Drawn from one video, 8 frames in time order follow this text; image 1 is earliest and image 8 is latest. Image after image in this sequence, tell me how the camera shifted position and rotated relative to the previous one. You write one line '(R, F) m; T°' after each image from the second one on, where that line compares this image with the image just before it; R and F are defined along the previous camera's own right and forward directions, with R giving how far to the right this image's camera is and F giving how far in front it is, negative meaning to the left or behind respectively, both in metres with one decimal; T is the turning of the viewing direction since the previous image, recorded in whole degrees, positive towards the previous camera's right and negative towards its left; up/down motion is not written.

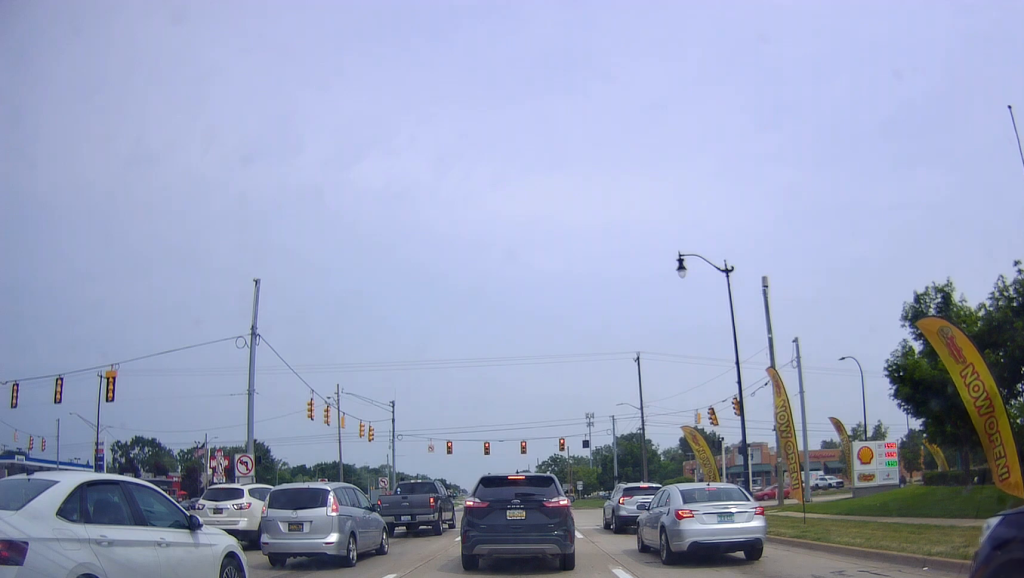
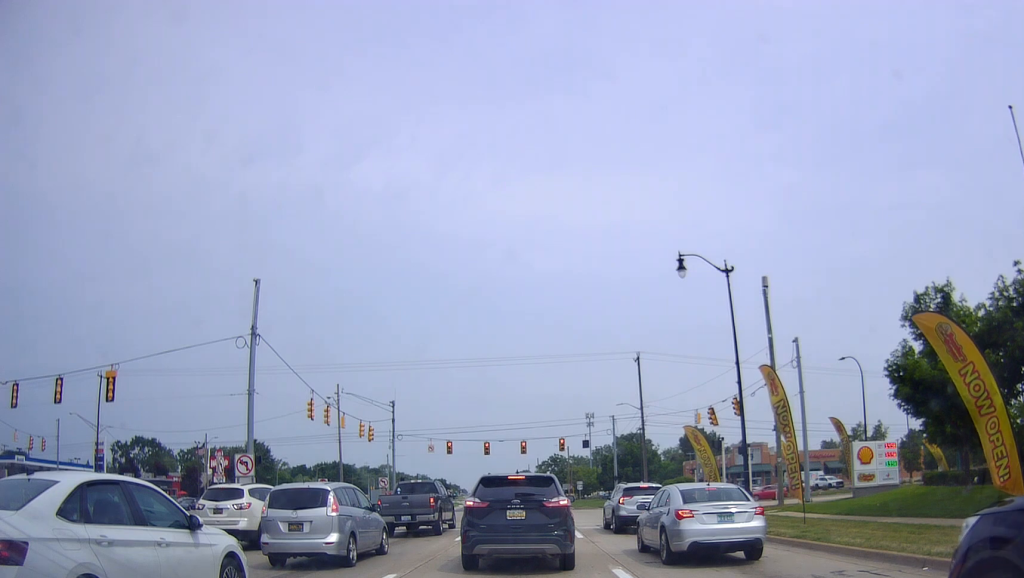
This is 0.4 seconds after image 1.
(0.0, 0.0) m; 0°
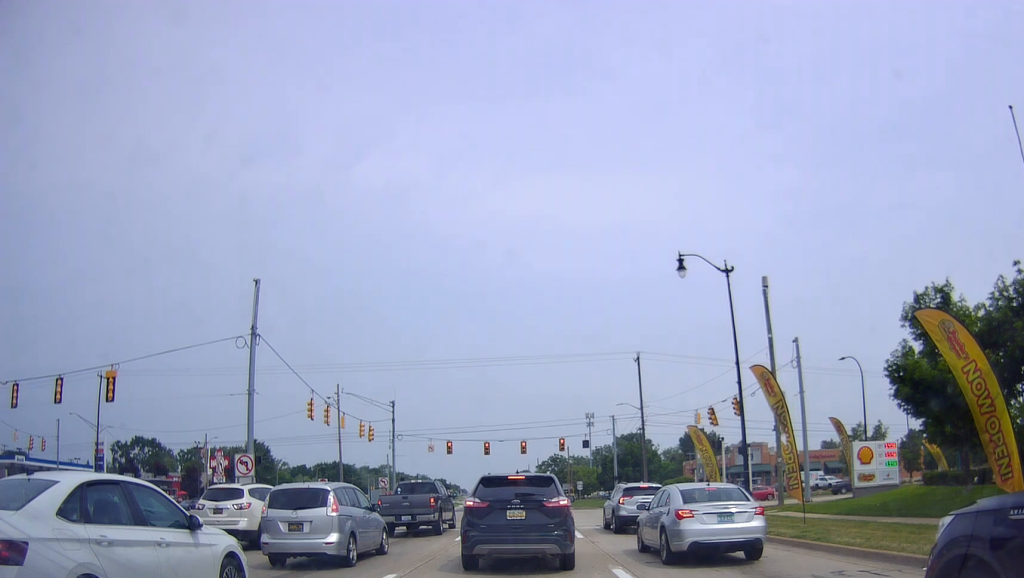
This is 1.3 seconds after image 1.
(0.0, 0.0) m; 0°
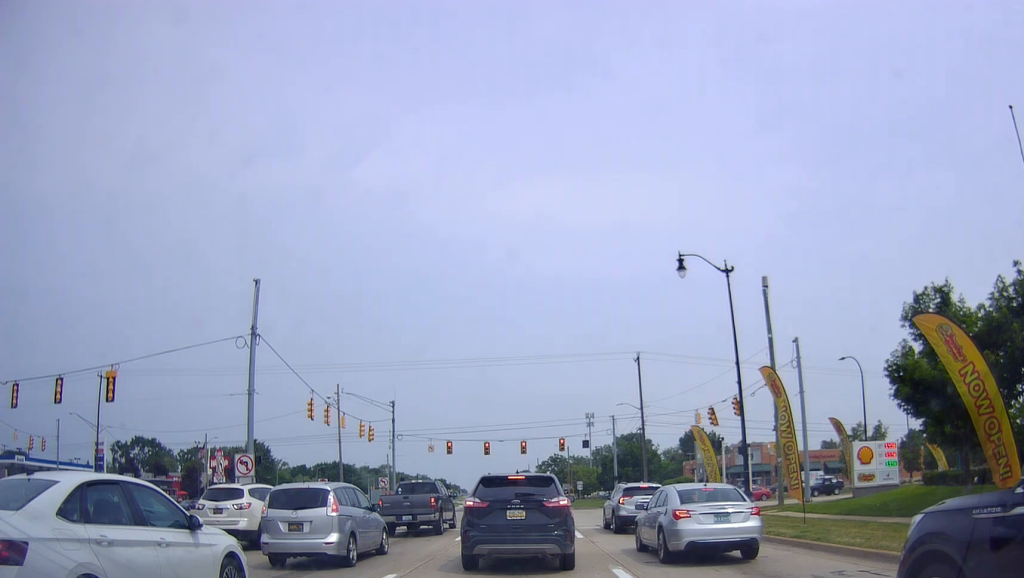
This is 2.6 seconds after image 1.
(0.0, 0.0) m; 0°
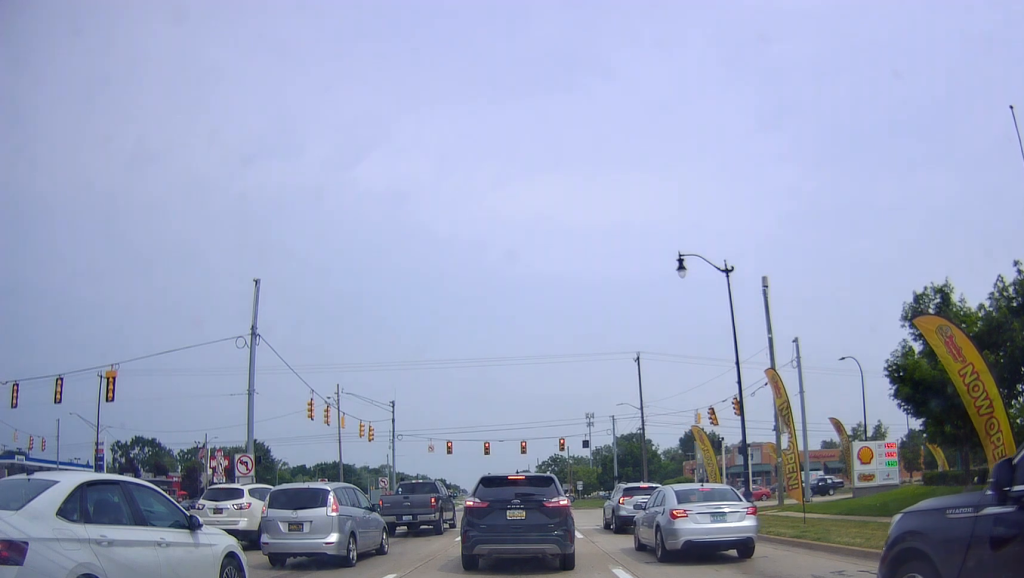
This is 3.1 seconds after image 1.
(0.0, 0.0) m; 0°
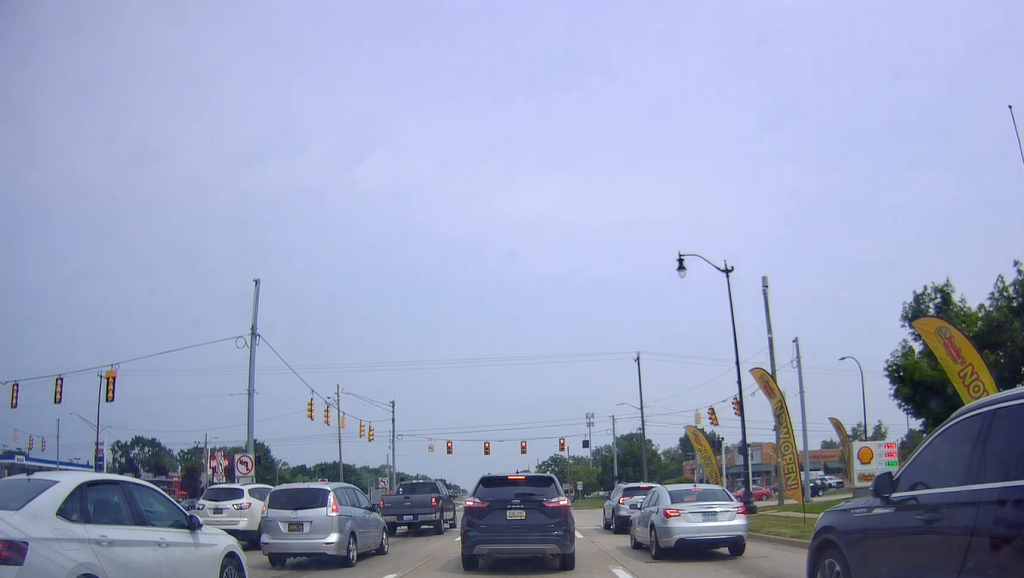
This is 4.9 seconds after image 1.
(0.0, 0.0) m; 0°
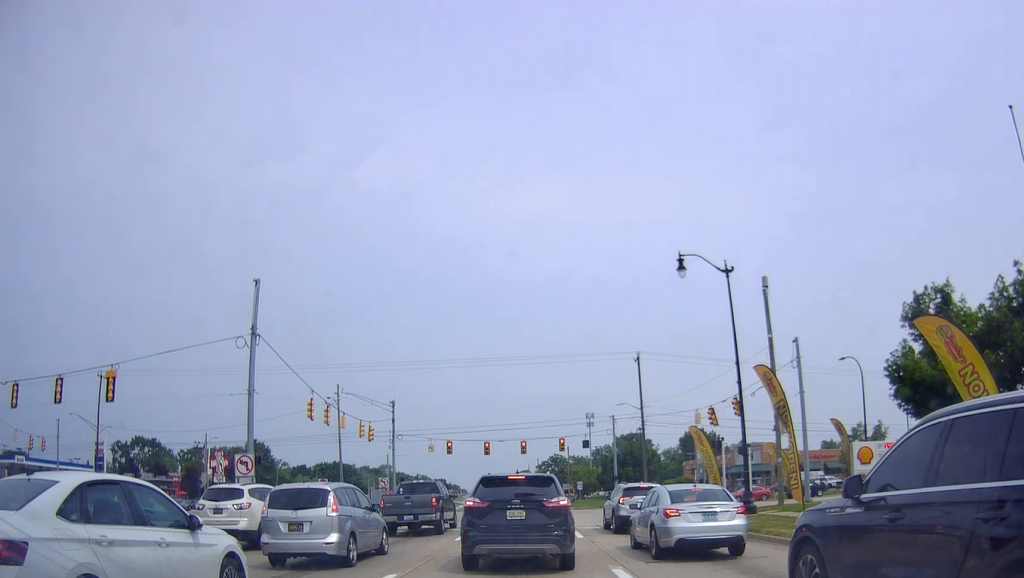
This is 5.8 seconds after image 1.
(0.0, 0.0) m; 0°
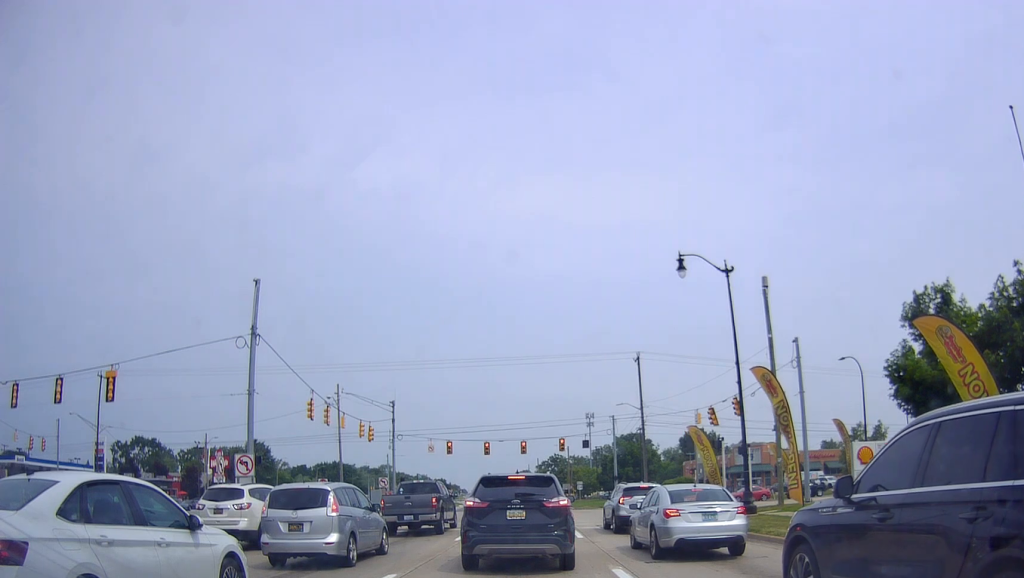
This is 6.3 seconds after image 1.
(0.0, 0.0) m; 0°
